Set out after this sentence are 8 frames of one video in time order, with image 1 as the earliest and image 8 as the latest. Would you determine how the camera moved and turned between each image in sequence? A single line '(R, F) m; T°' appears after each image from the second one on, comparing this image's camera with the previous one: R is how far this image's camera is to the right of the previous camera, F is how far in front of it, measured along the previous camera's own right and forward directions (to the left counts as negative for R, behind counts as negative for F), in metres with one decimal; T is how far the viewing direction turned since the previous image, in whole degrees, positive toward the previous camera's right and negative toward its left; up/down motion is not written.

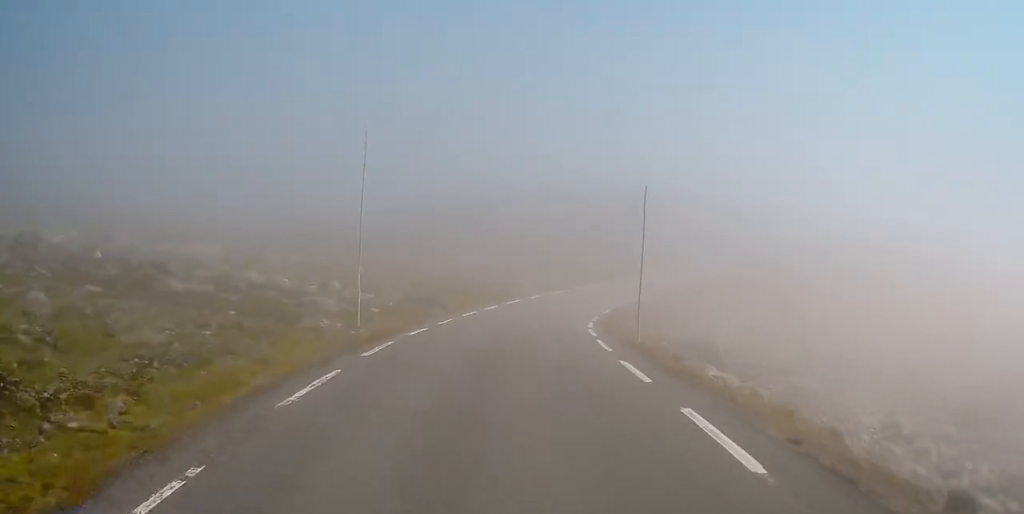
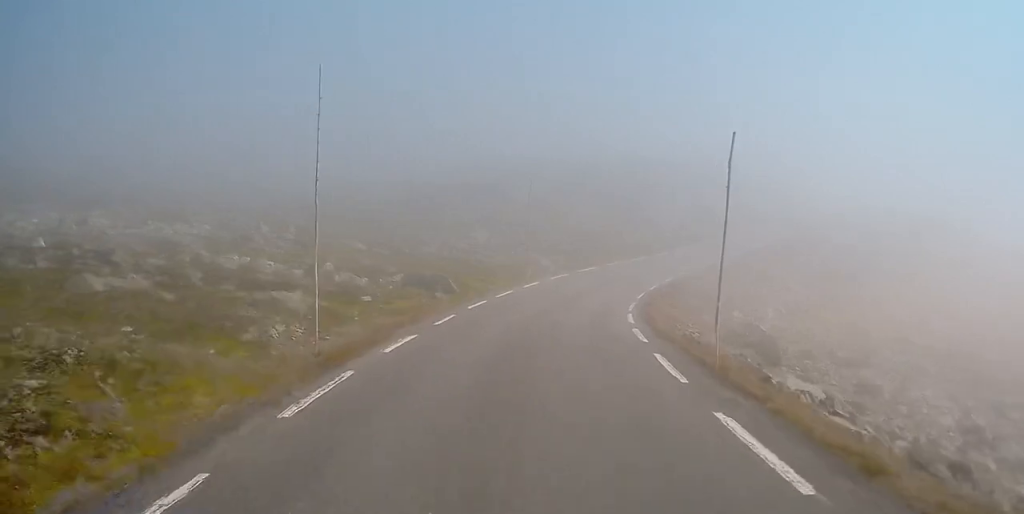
(-0.2, +6.8) m; +1°
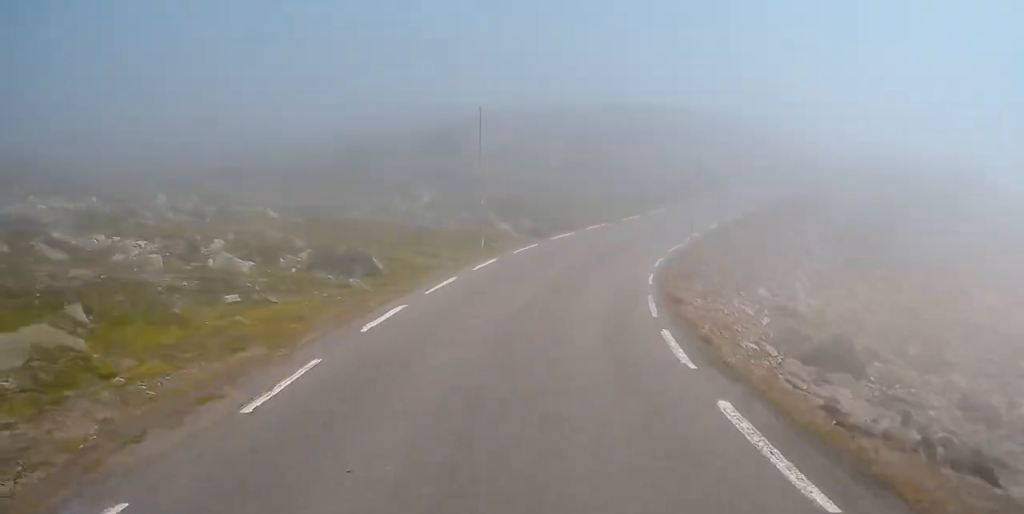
(+0.6, +13.1) m; +5°
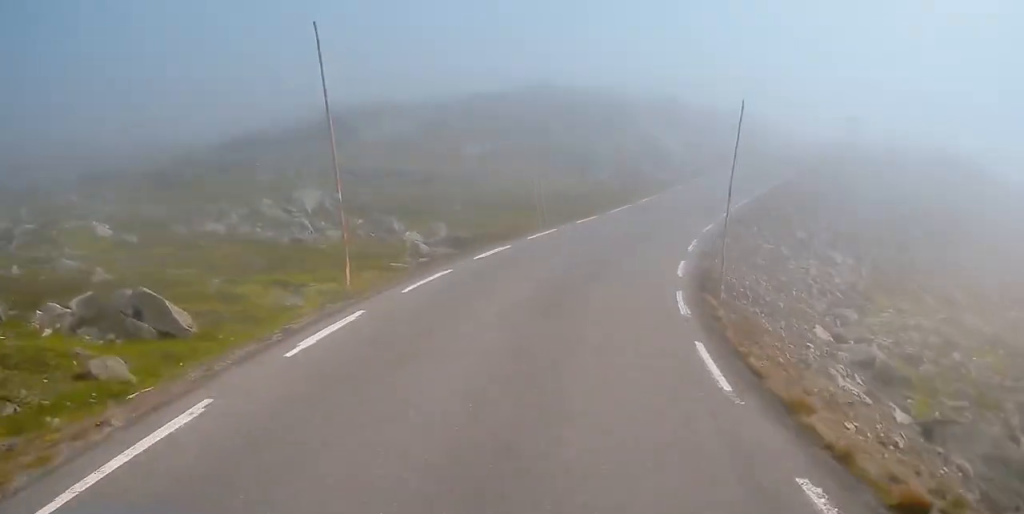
(+0.4, +15.3) m; +6°
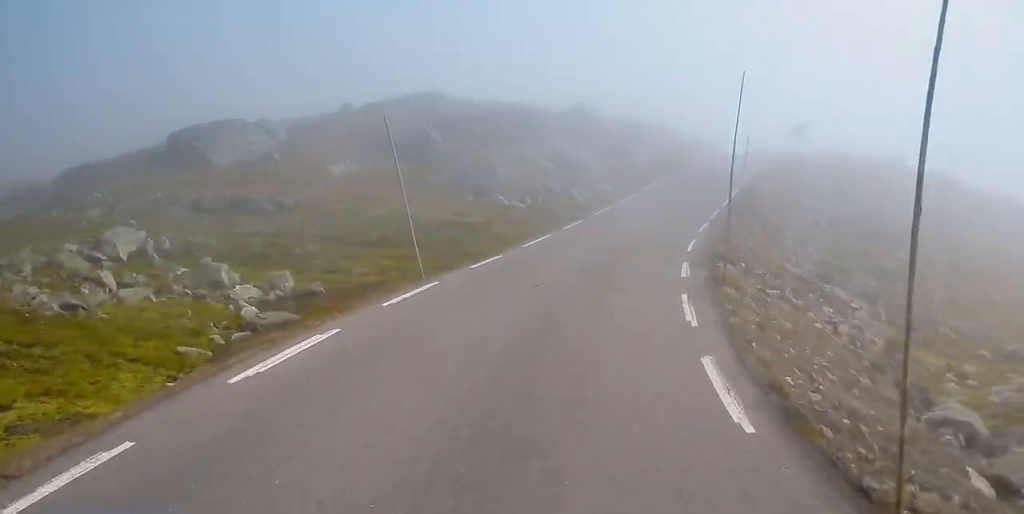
(+0.8, +12.9) m; +6°
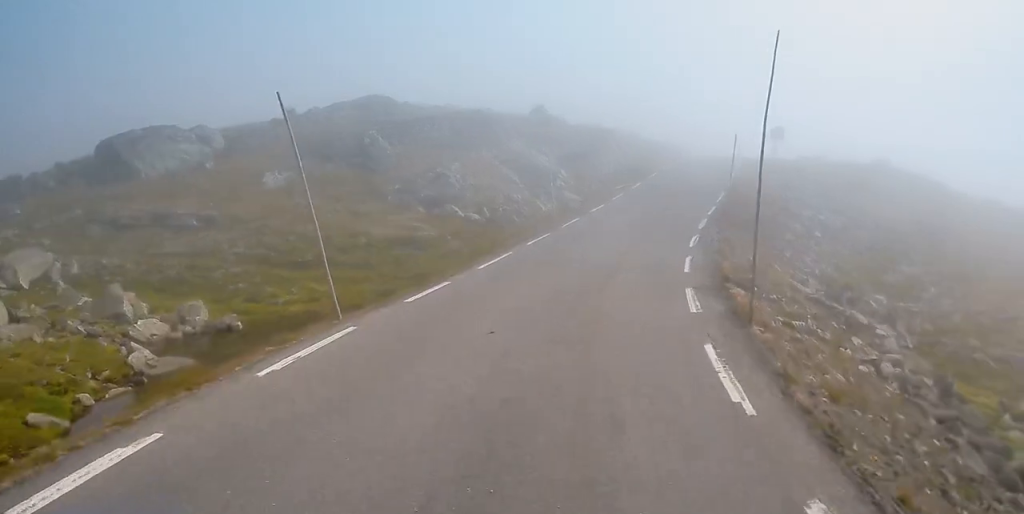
(0.0, +5.2) m; +4°
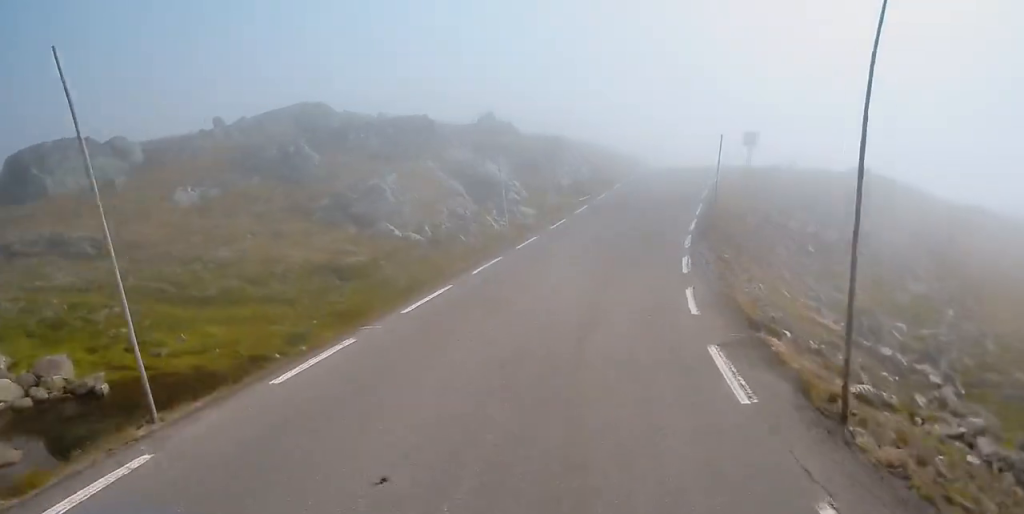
(+0.1, +5.8) m; +3°
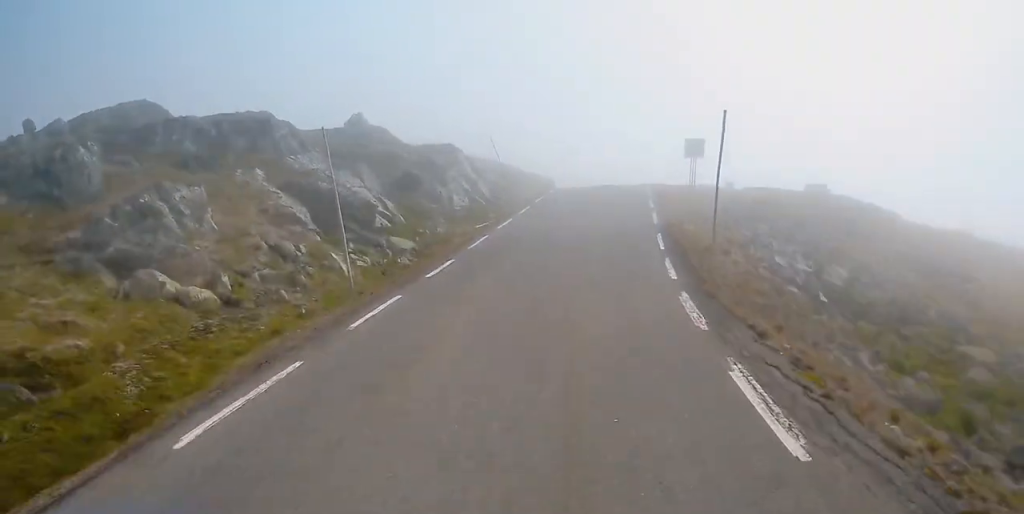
(+0.6, +13.3) m; +4°
